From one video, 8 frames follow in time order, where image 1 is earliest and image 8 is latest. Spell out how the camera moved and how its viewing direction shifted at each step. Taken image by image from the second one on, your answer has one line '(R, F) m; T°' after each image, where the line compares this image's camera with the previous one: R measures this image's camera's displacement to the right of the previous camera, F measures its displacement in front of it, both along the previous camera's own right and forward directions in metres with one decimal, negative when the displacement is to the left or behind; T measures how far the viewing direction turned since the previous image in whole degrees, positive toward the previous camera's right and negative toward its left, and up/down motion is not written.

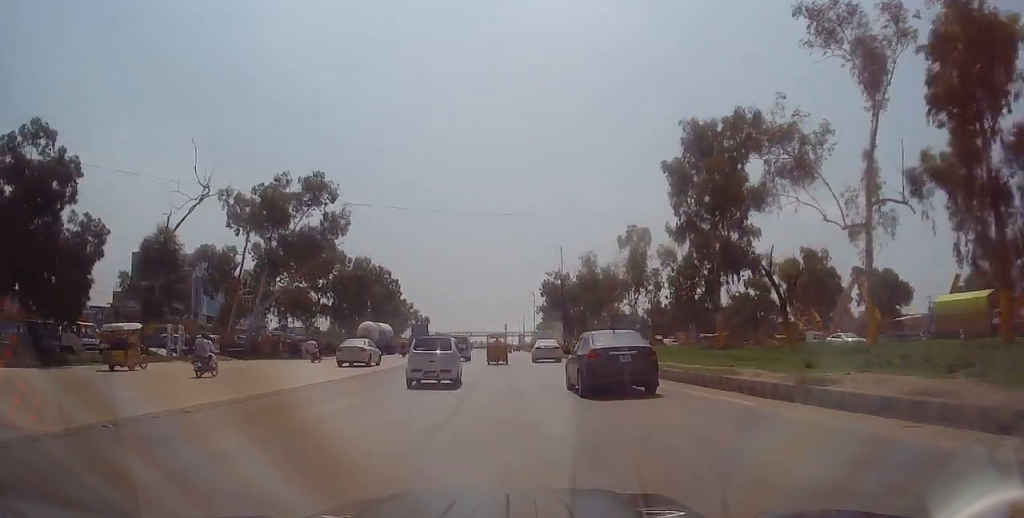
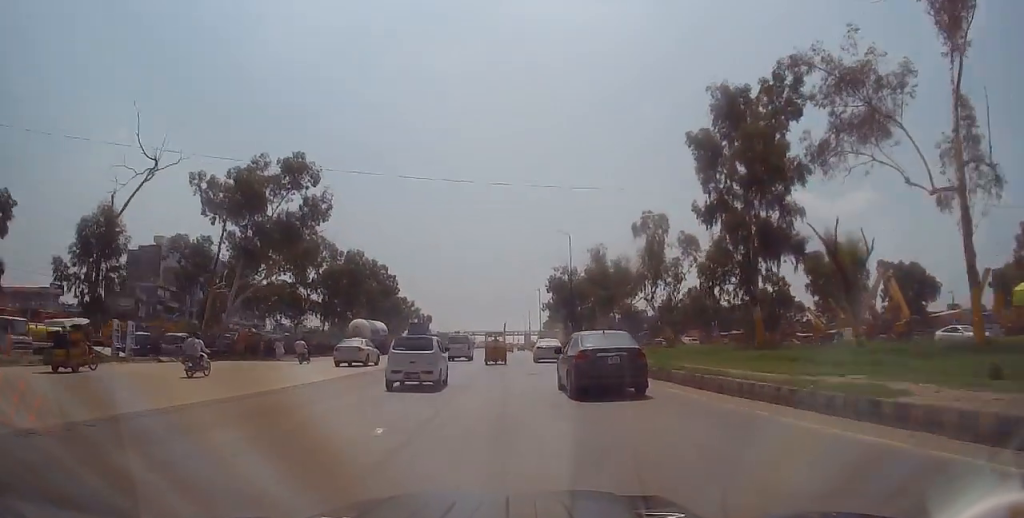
(0.0, +6.7) m; -1°
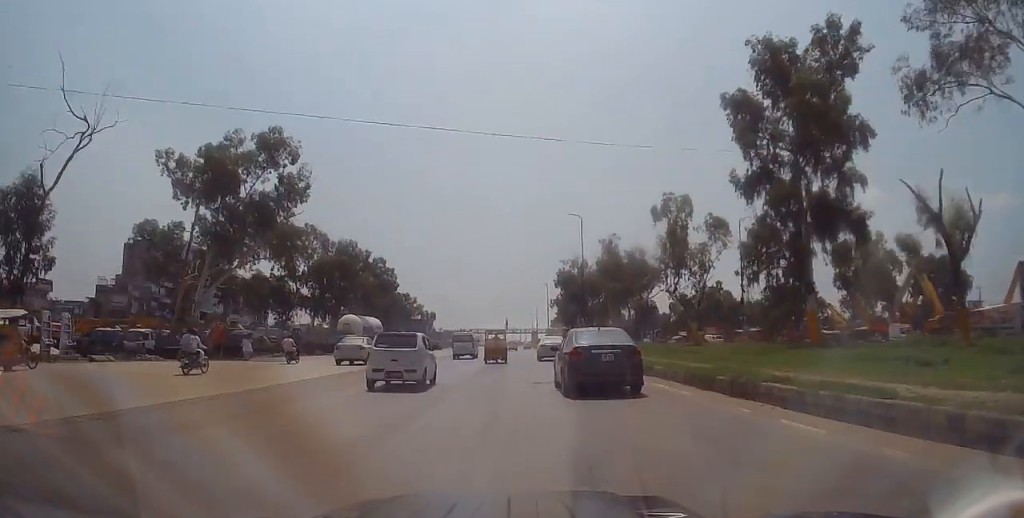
(-0.1, +6.7) m; -1°
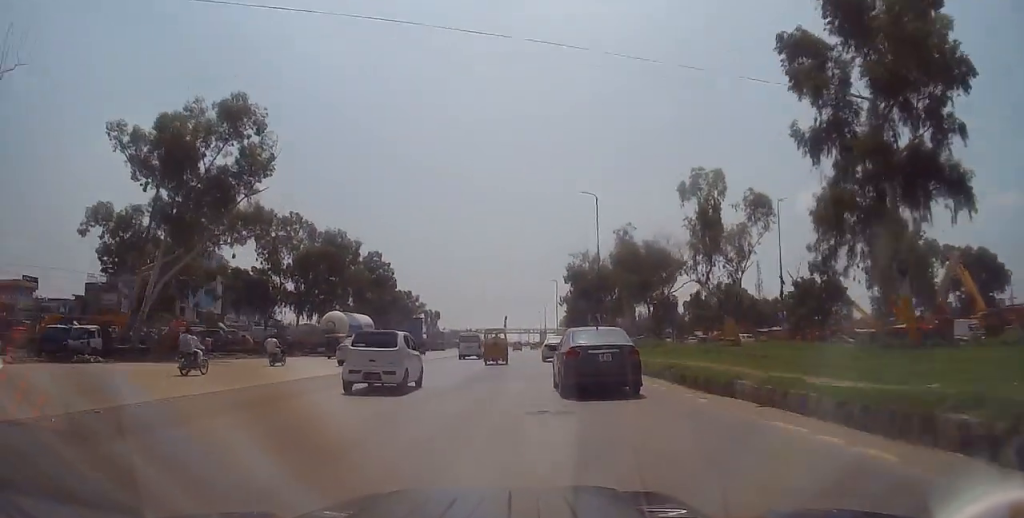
(-0.2, +7.7) m; 0°
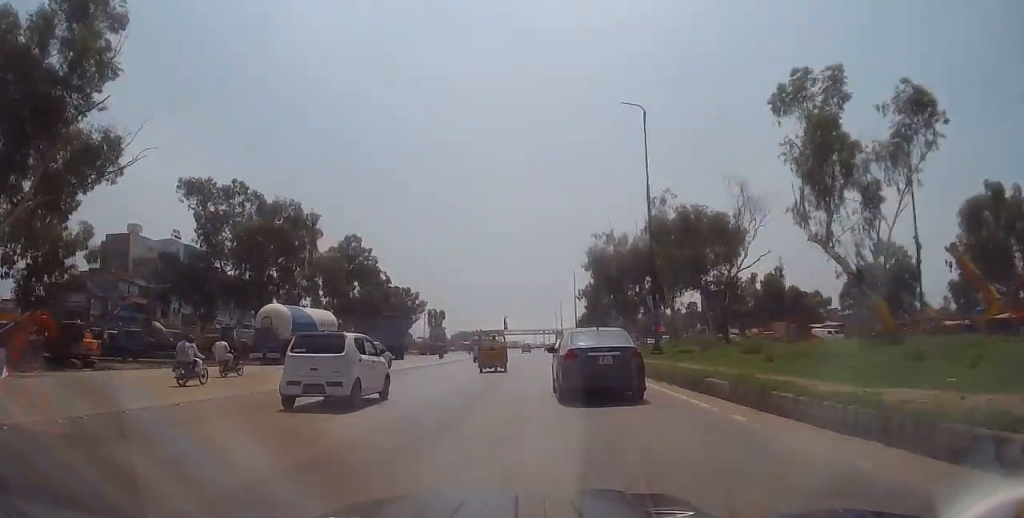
(+0.3, +17.5) m; -1°
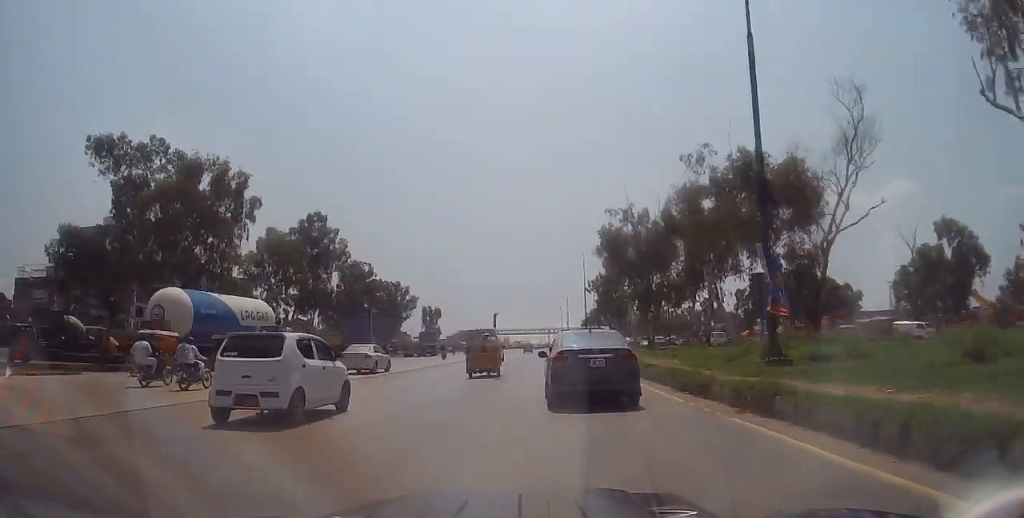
(-0.7, +13.8) m; 0°
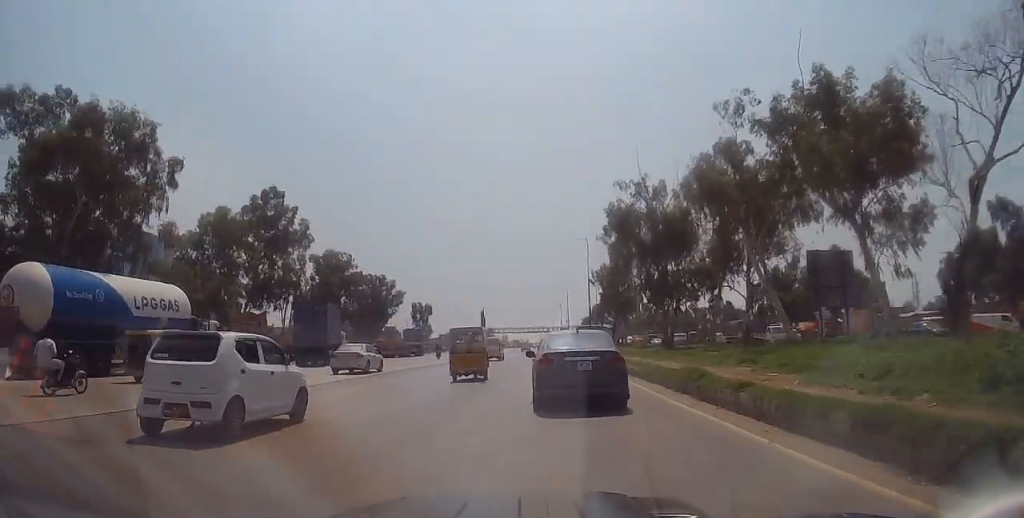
(+0.5, +10.4) m; +1°
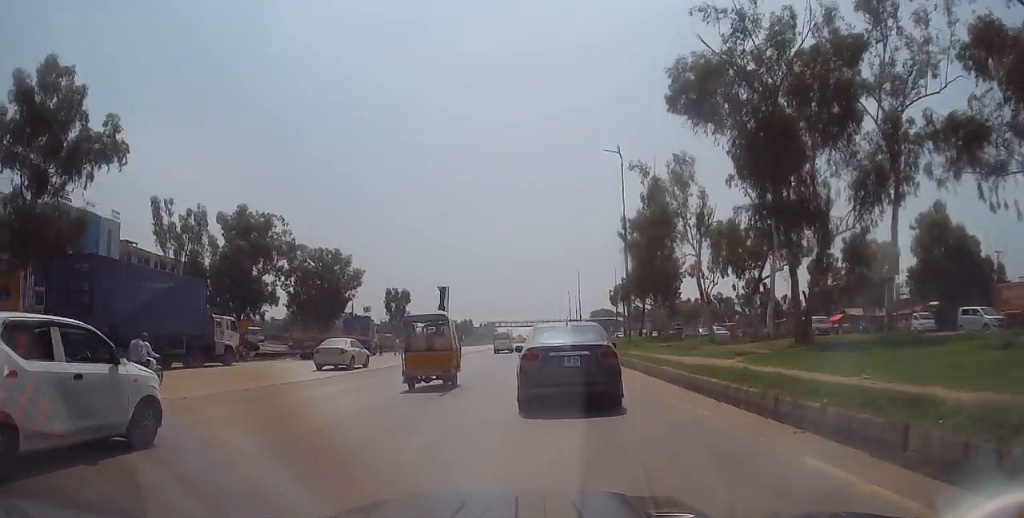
(-0.3, +28.3) m; -2°
